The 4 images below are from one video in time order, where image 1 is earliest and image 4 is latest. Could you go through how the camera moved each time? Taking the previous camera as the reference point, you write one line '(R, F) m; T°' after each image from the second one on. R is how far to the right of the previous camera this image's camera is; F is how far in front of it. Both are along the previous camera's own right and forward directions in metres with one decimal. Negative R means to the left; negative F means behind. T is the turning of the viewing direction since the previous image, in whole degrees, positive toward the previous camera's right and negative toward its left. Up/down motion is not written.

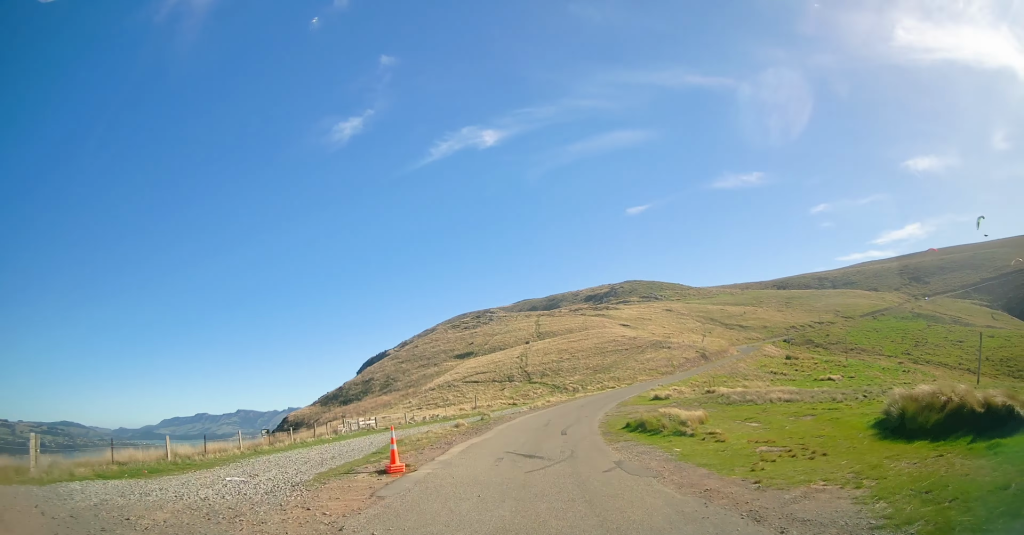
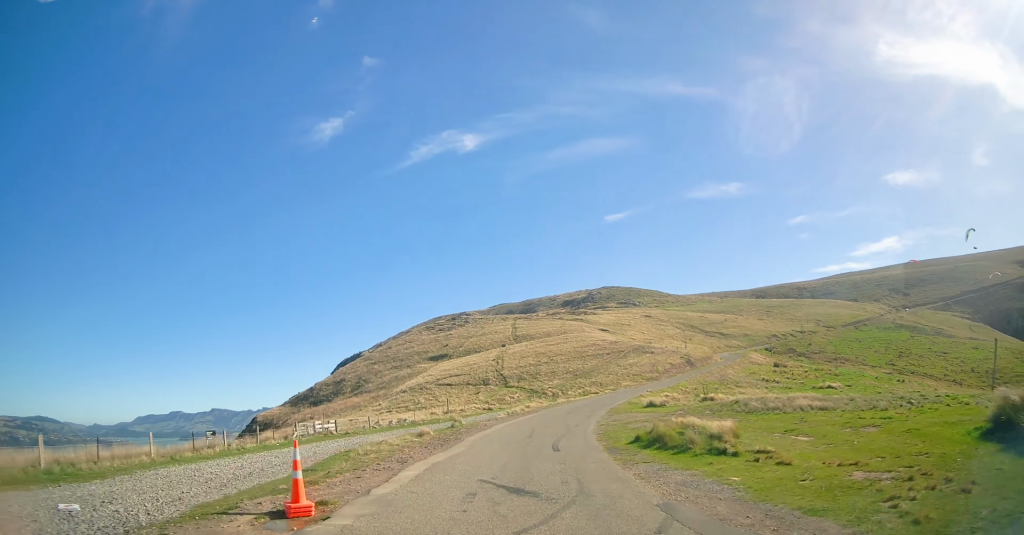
(+0.2, +4.8) m; +3°
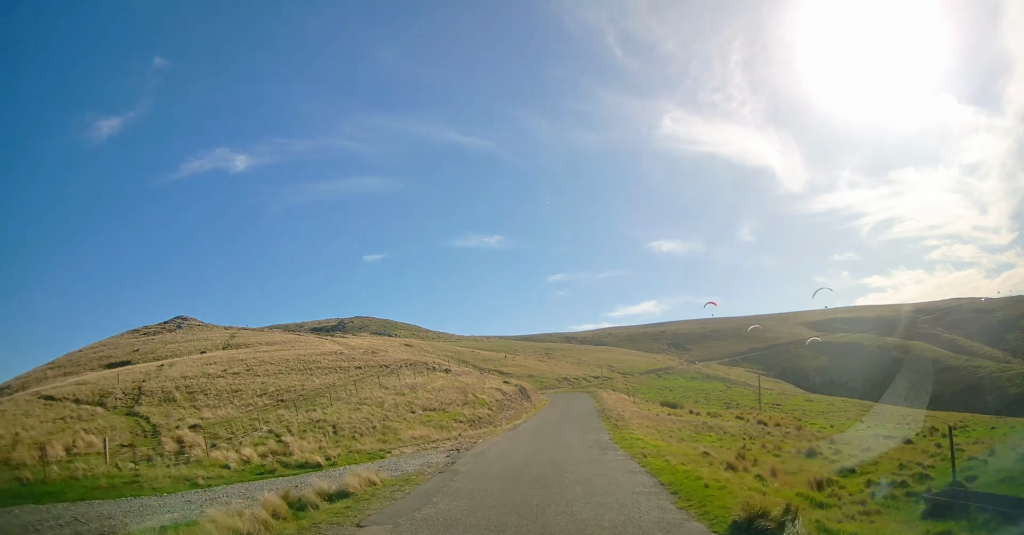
(+12.0, +46.8) m; +28°
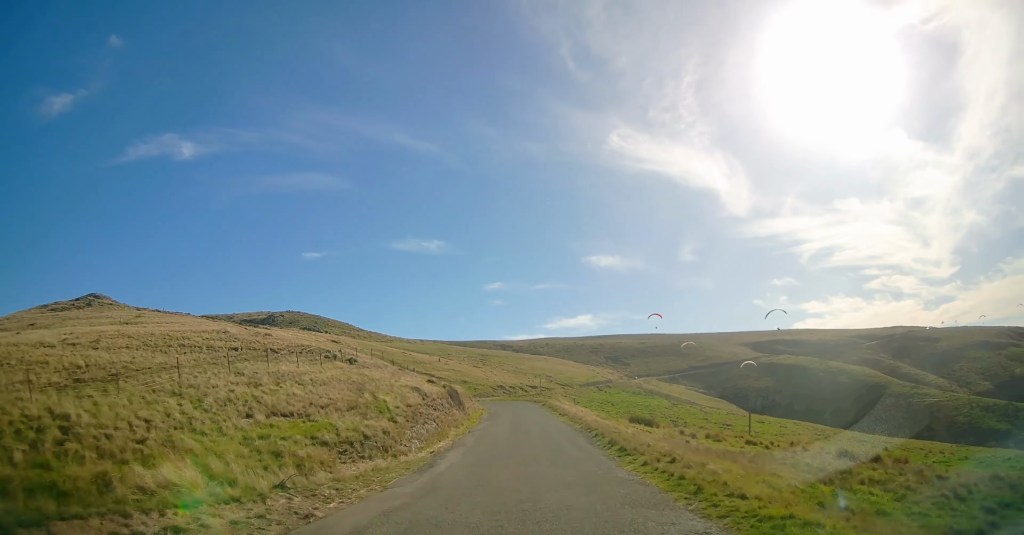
(+0.9, +13.3) m; +6°
